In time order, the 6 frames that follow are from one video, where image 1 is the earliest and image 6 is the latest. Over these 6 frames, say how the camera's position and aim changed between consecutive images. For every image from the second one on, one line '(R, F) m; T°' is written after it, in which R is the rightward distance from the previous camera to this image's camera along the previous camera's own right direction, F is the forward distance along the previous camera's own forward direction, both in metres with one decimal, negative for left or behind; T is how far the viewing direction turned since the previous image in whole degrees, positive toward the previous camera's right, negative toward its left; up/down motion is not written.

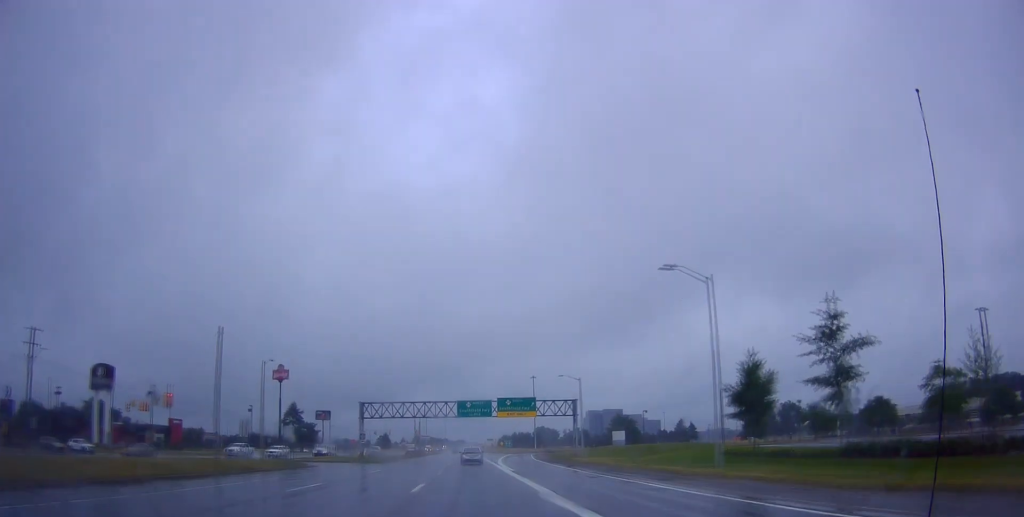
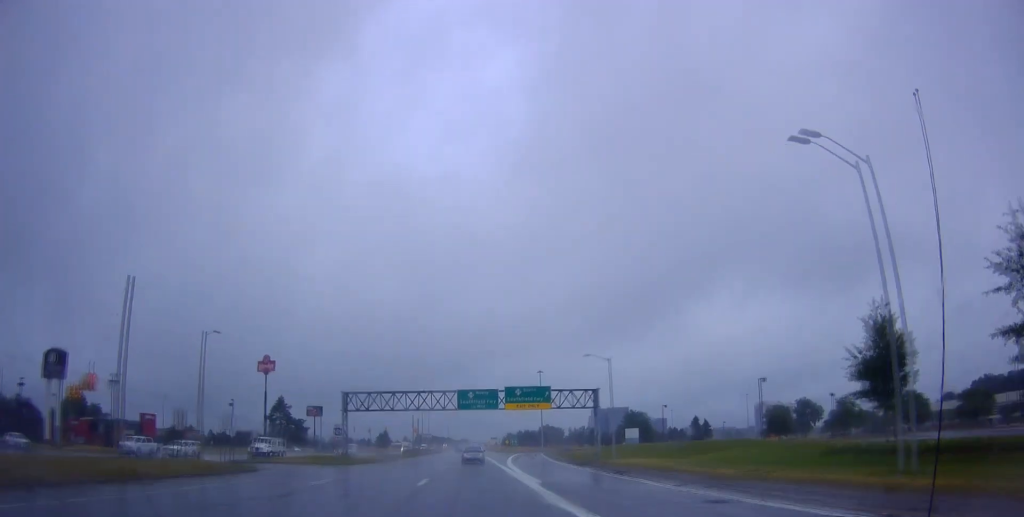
(0.0, +13.2) m; +1°
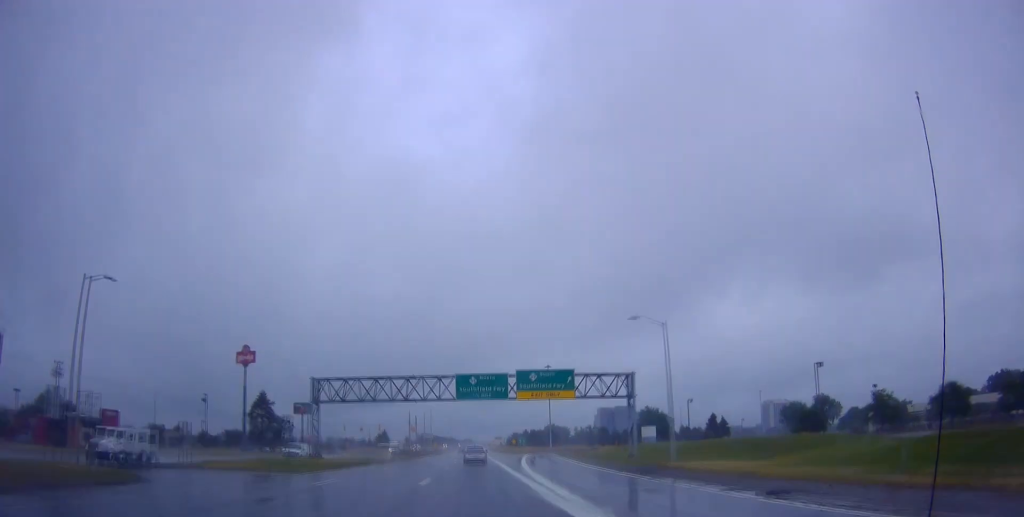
(+0.4, +15.3) m; 0°
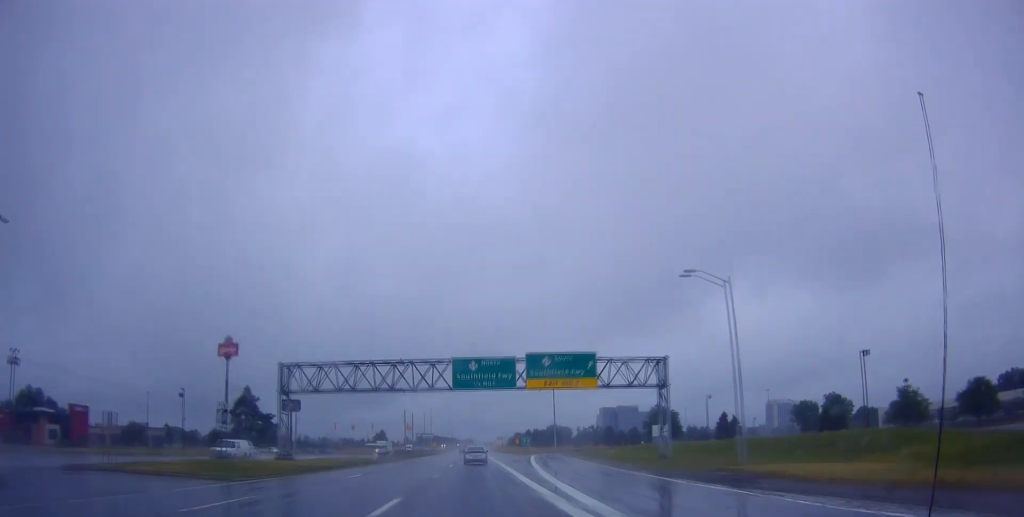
(-0.3, +10.2) m; -1°
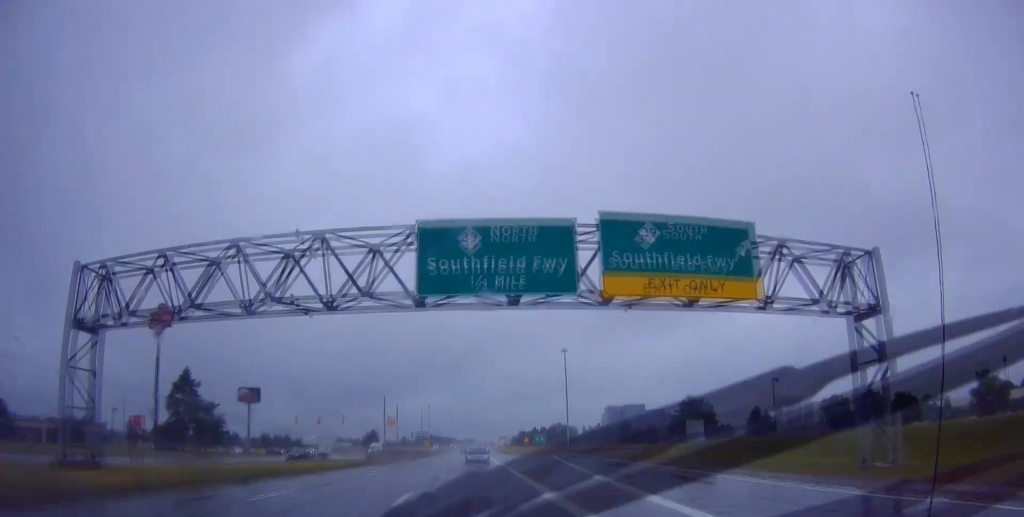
(-0.4, +28.3) m; -1°
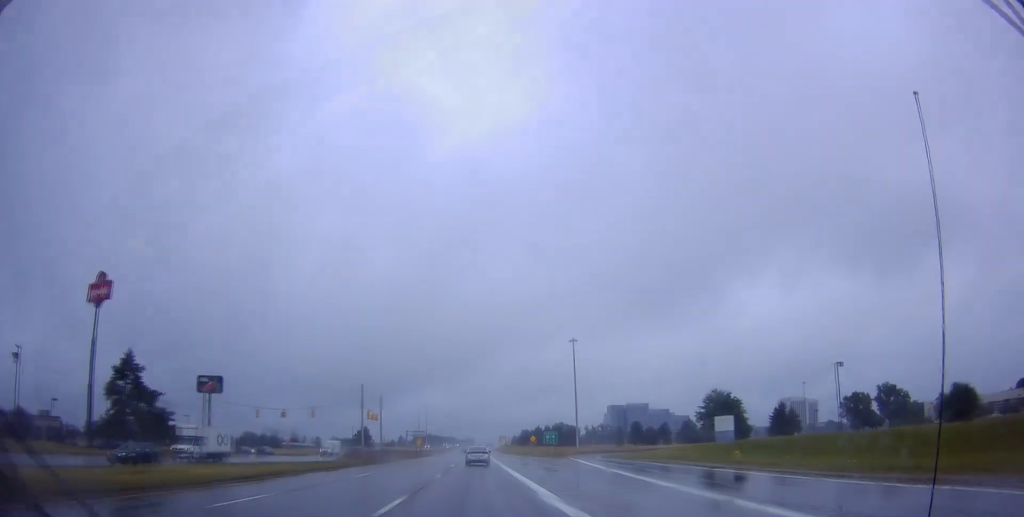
(-0.1, +17.8) m; 0°
